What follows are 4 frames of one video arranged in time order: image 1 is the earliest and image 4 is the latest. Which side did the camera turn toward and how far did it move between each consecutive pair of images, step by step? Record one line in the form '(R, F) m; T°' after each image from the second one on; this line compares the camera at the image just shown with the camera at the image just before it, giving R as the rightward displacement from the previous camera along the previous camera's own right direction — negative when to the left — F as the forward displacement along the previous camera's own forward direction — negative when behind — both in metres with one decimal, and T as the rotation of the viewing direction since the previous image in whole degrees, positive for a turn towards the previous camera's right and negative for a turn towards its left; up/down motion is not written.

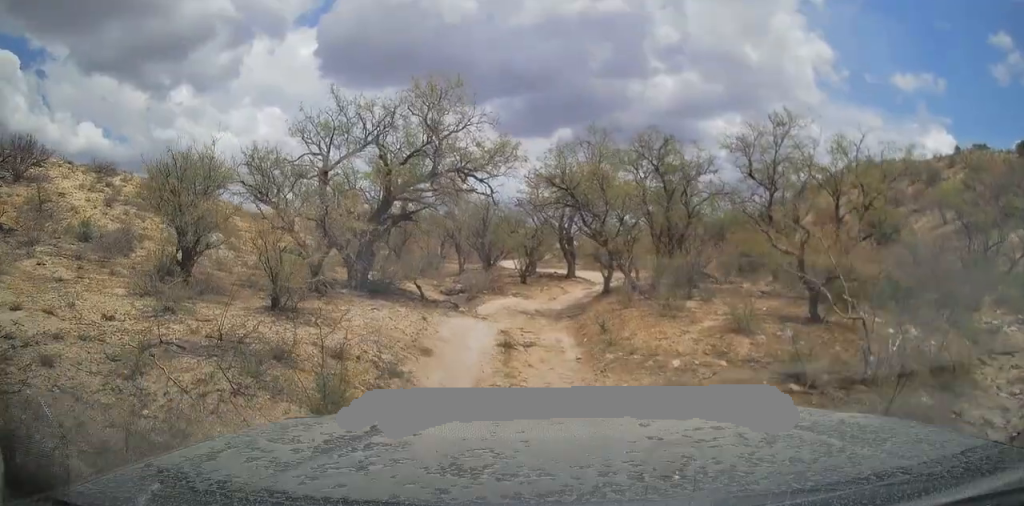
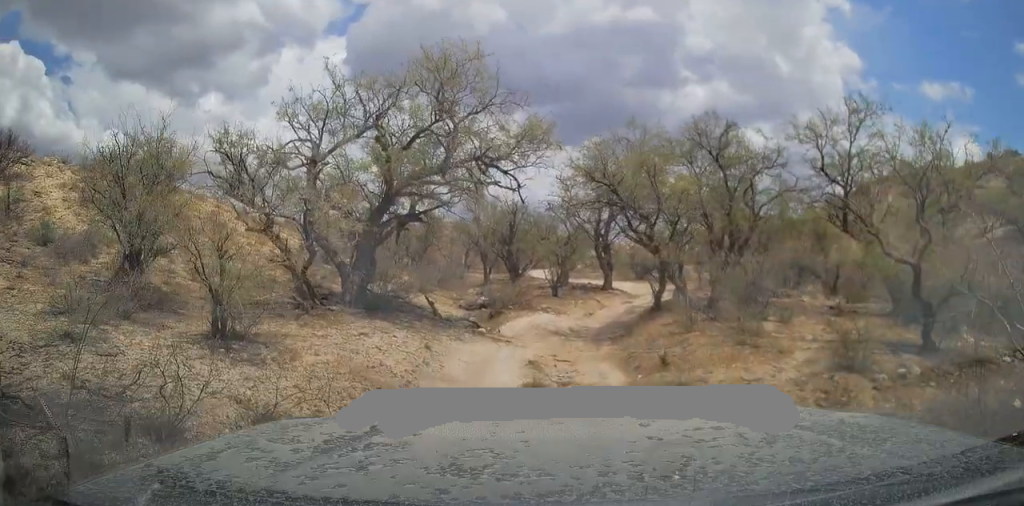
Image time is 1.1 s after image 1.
(-0.3, +2.7) m; -8°
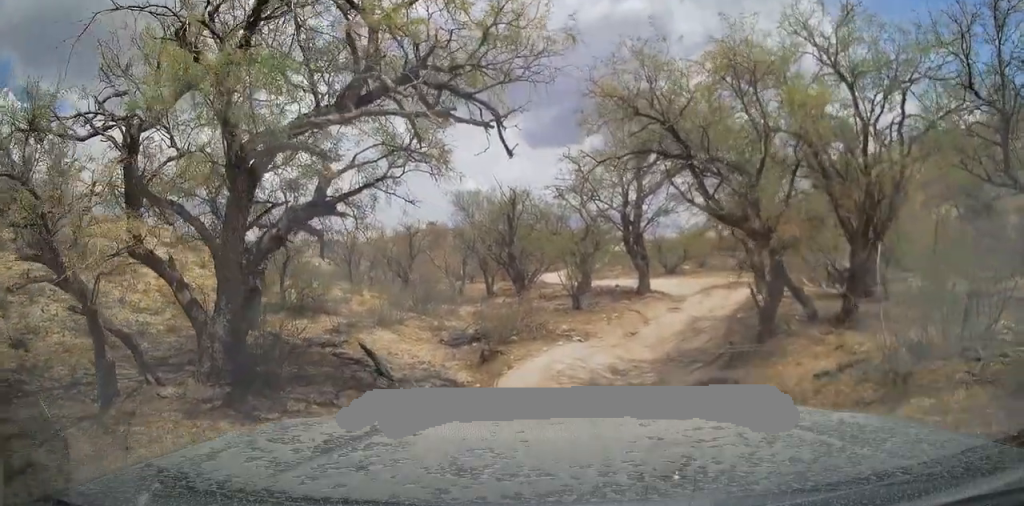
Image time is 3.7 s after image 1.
(-0.1, +6.0) m; -5°
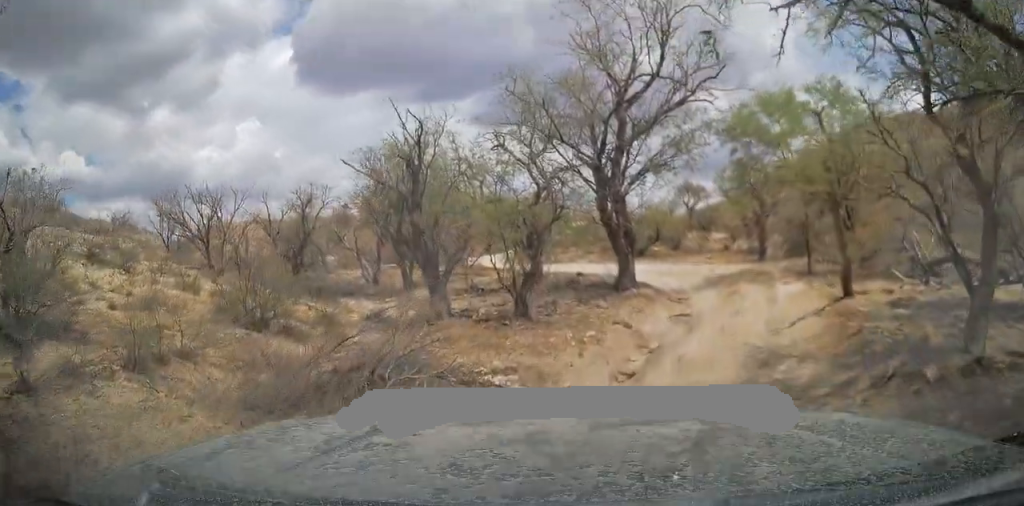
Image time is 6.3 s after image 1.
(+0.8, +5.7) m; +30°
